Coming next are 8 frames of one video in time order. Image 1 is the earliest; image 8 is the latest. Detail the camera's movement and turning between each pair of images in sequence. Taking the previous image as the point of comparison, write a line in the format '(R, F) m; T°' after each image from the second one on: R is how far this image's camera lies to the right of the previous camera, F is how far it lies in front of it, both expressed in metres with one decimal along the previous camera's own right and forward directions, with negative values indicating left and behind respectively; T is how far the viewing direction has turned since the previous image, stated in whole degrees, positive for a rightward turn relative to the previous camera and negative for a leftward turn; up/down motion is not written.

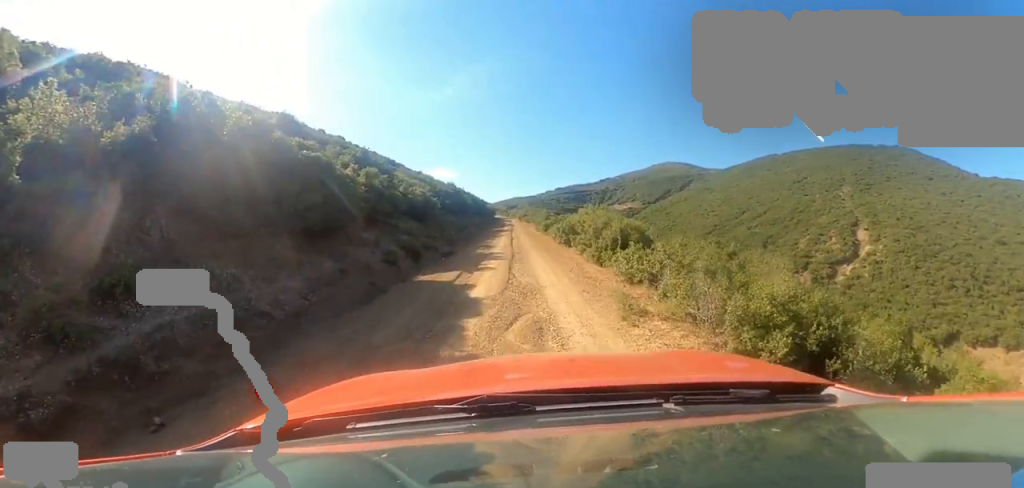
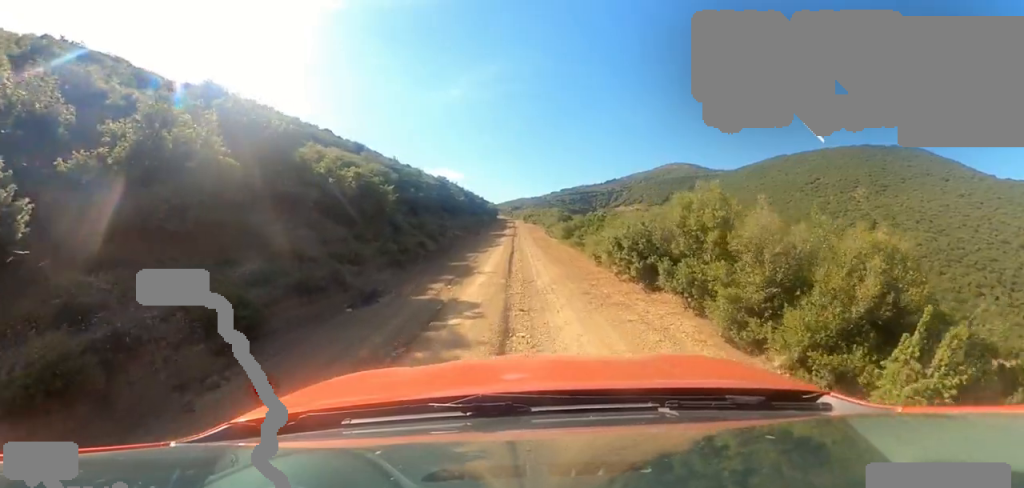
(-0.5, +9.6) m; -1°
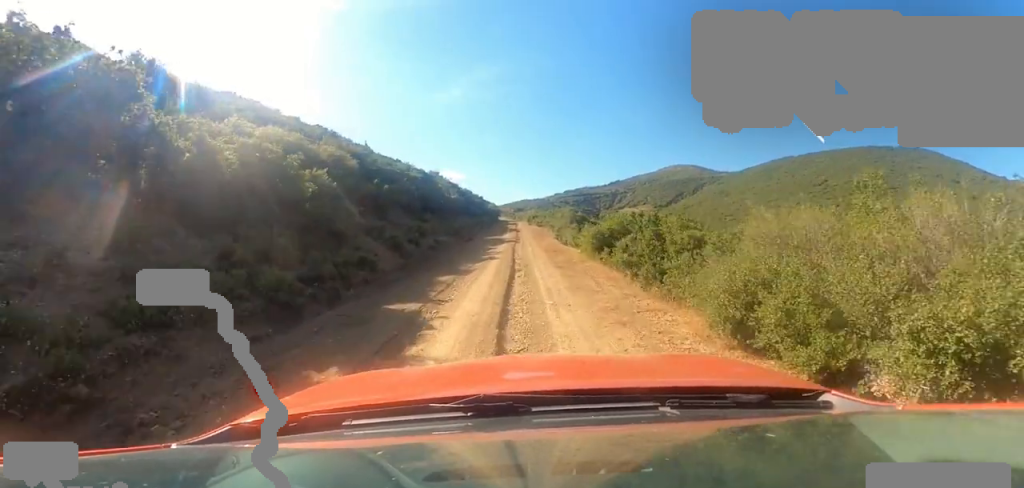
(0.0, +6.0) m; +4°
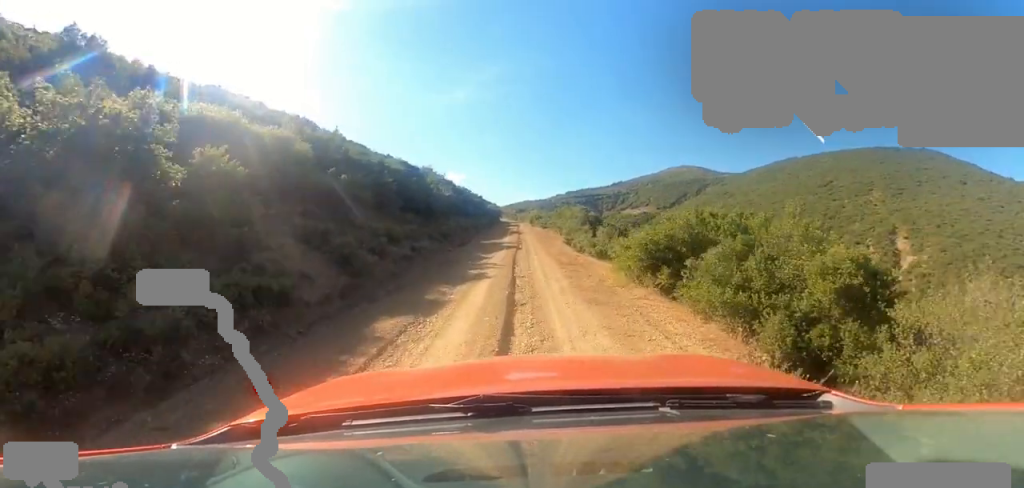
(+0.2, +4.1) m; +5°
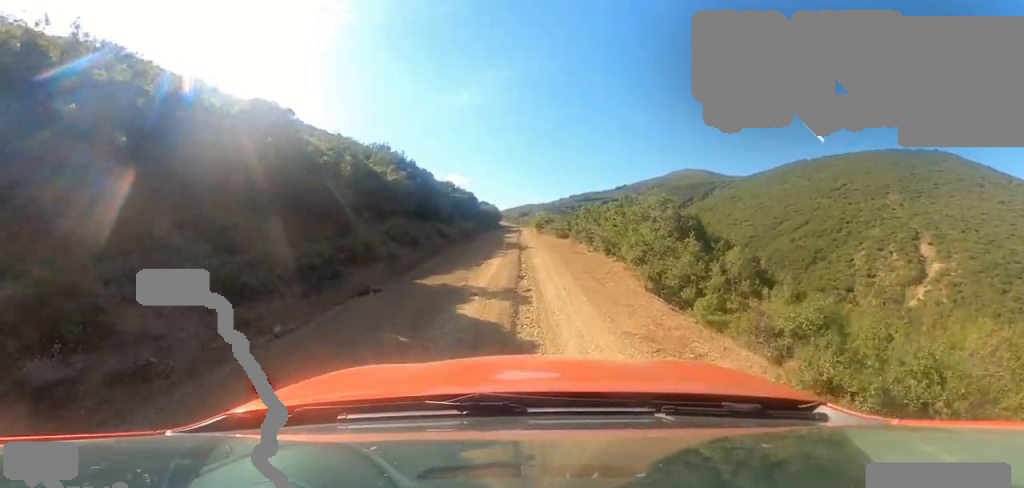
(+1.6, +13.0) m; 0°
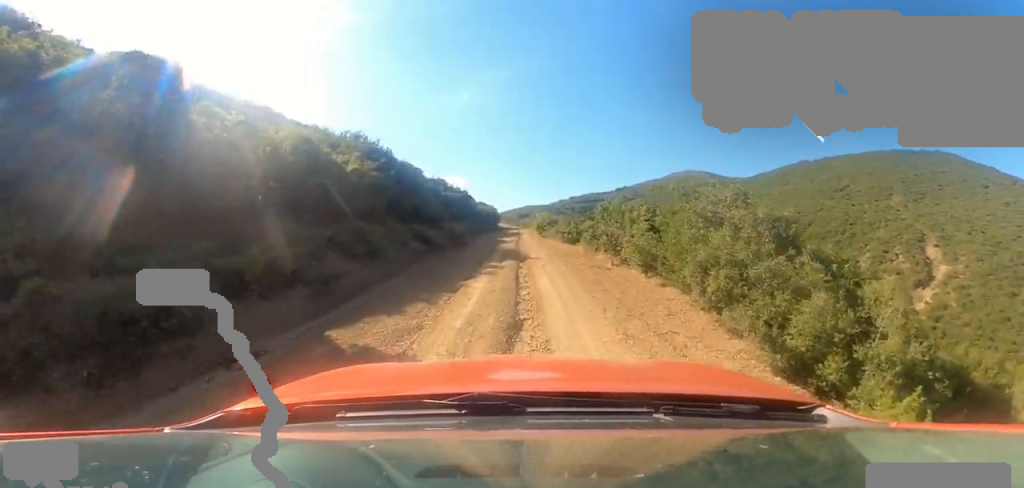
(-0.7, +3.7) m; -3°
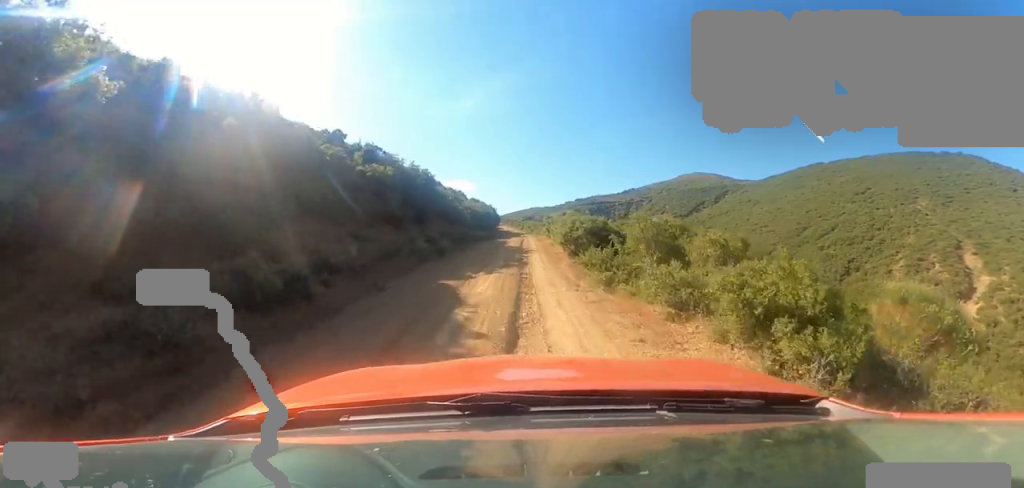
(-1.0, +17.1) m; -4°
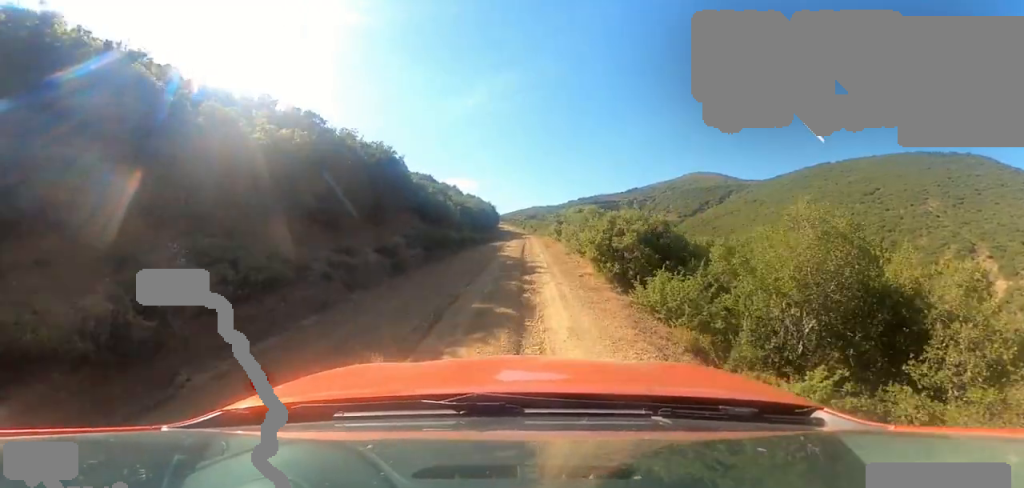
(-0.5, +6.3) m; 0°
